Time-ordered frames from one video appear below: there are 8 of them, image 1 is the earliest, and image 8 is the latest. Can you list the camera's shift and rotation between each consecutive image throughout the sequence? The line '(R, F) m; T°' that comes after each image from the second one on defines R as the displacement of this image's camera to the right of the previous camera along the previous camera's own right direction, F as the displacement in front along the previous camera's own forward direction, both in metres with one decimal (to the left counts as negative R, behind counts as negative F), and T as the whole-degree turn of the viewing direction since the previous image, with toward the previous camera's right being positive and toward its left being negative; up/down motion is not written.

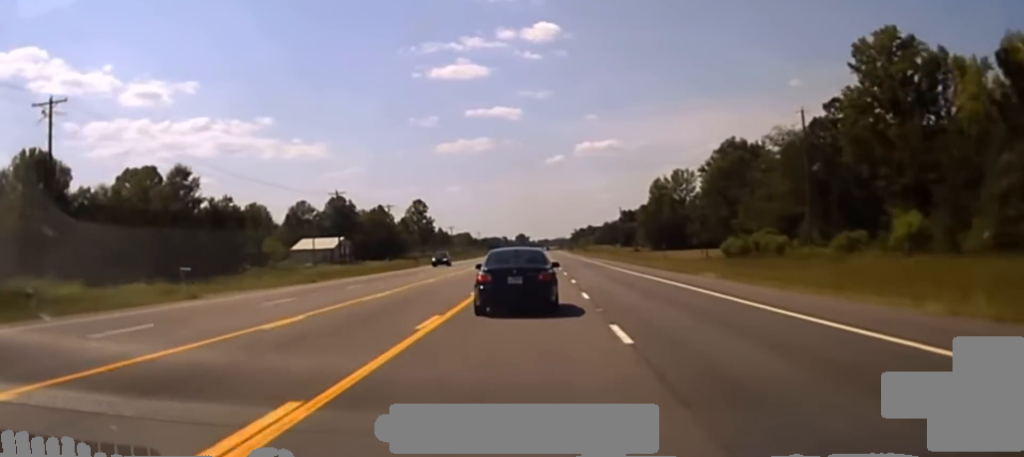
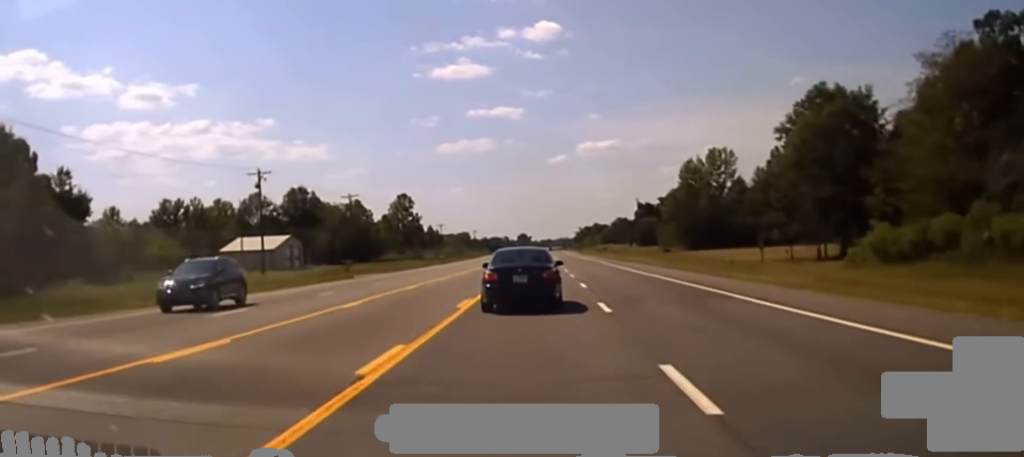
(-0.2, +37.4) m; -1°
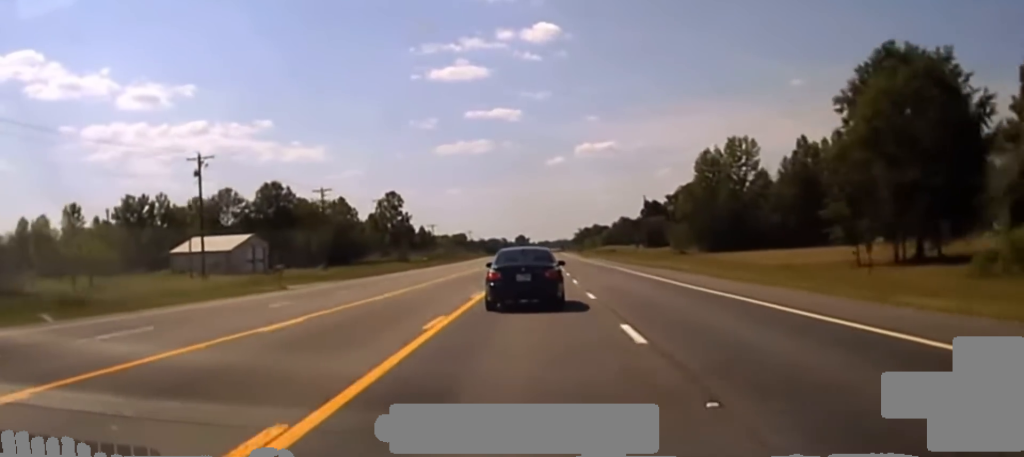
(0.0, +16.2) m; 0°
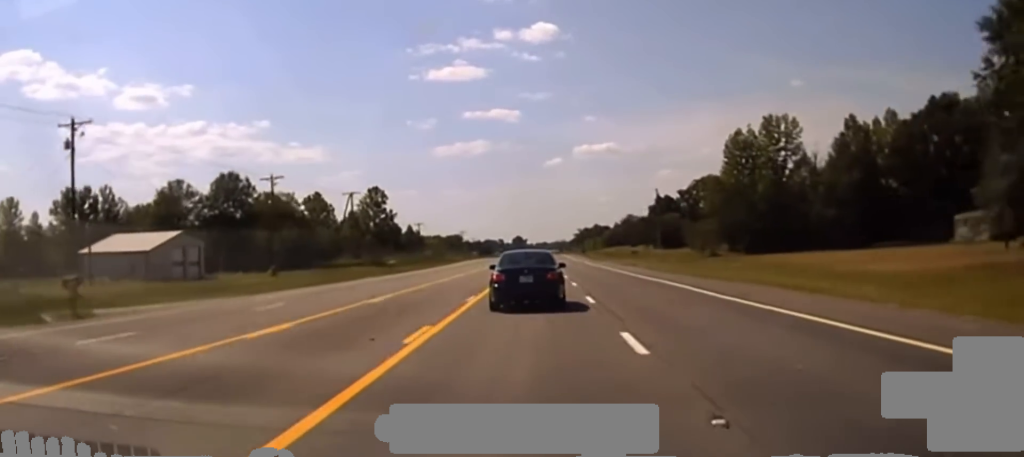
(0.0, +22.9) m; 0°
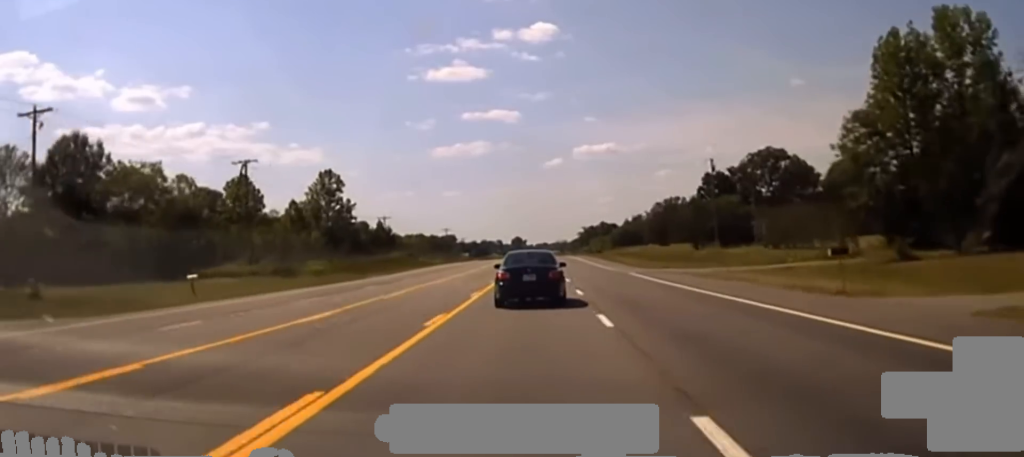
(+0.4, +57.7) m; 0°
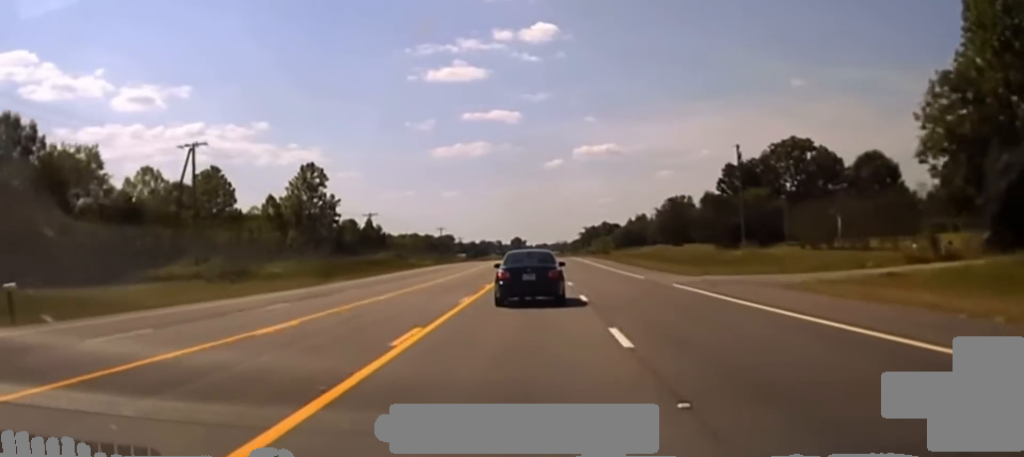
(-0.2, +18.3) m; 0°
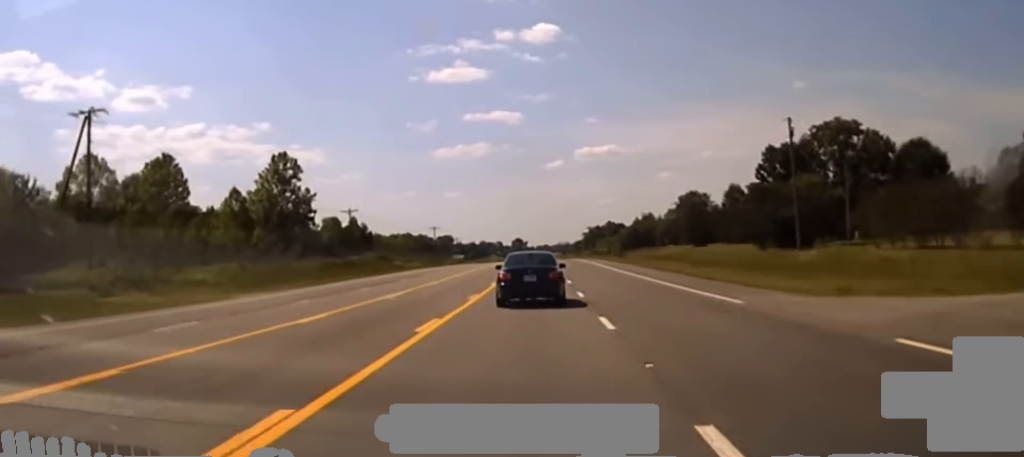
(-0.2, +24.5) m; 0°
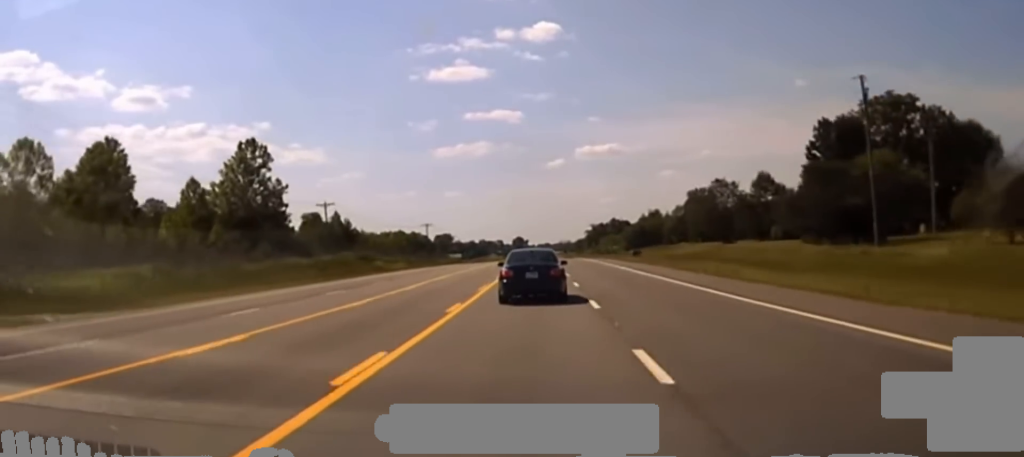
(+0.2, +20.4) m; 0°
